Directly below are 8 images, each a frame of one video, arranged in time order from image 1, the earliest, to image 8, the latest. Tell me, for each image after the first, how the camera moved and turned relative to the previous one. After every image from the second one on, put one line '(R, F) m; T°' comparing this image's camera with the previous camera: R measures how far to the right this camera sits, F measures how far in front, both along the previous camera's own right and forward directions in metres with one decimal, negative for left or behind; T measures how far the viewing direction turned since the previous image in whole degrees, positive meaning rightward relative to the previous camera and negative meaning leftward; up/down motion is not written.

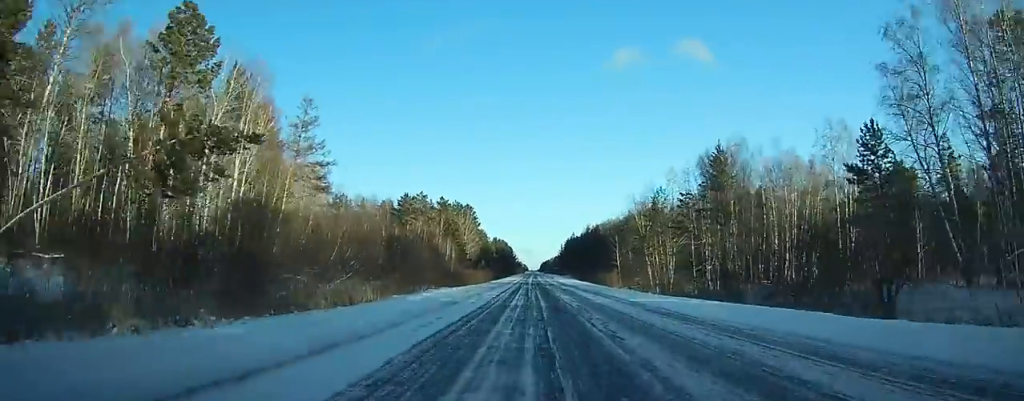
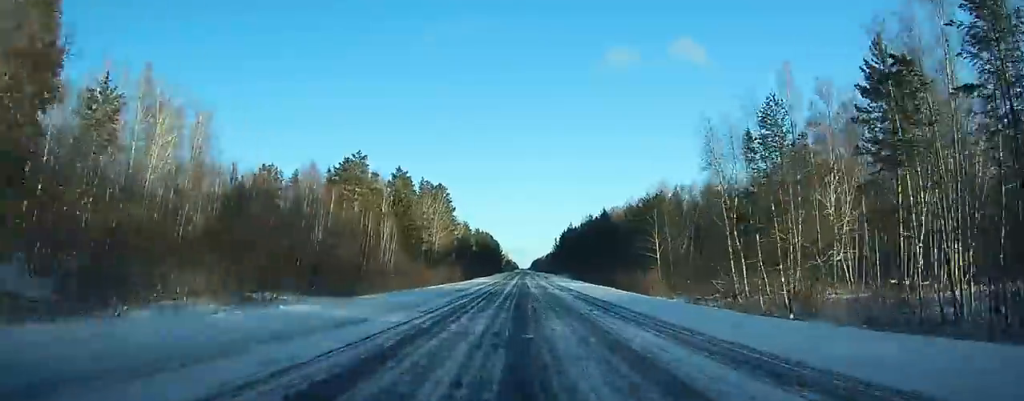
(+0.2, +44.6) m; 0°
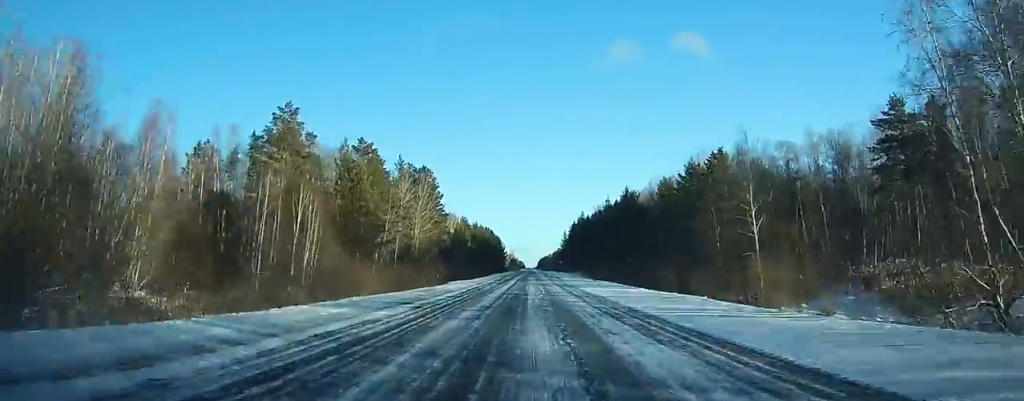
(+0.1, +30.5) m; 0°
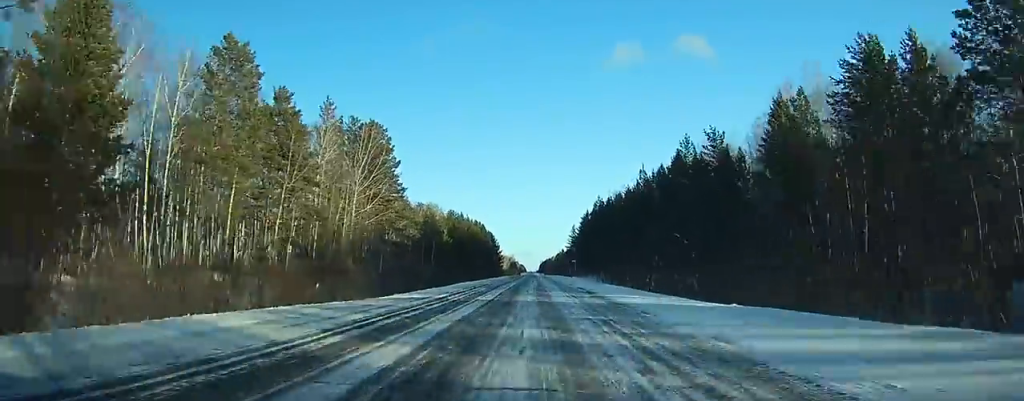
(+0.1, +47.1) m; 0°
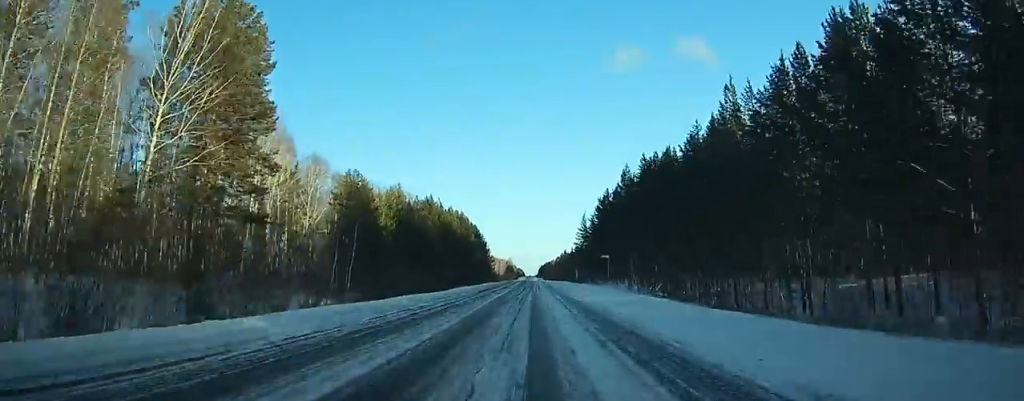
(0.0, +48.0) m; 0°
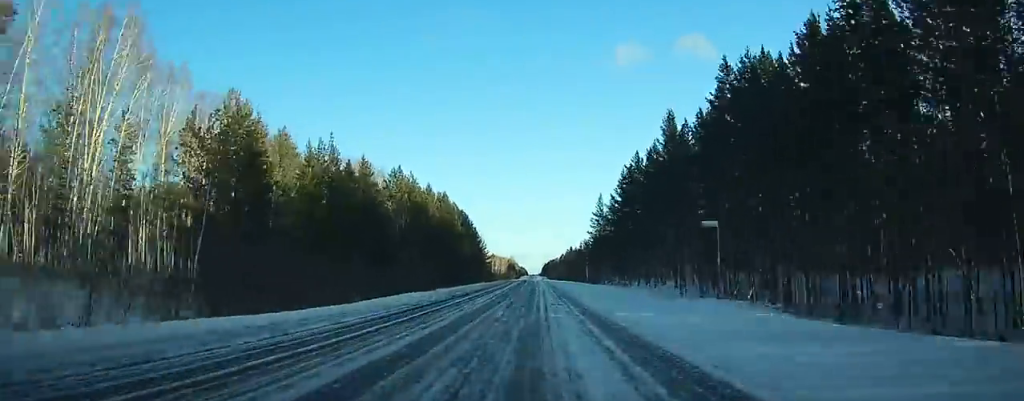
(-0.1, +31.2) m; 0°
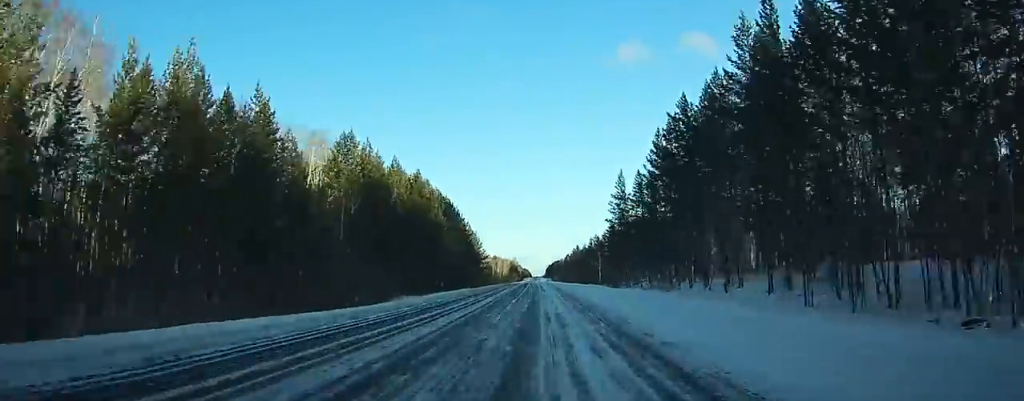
(0.0, +26.1) m; 0°
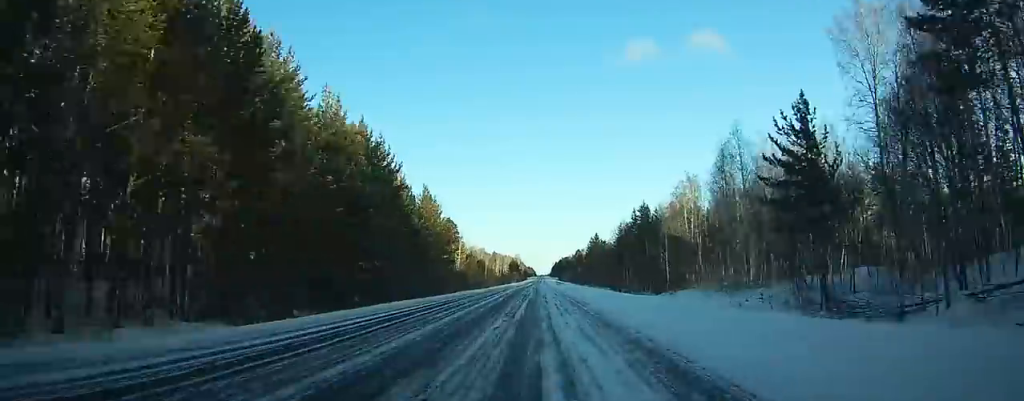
(-0.3, +73.2) m; 0°
